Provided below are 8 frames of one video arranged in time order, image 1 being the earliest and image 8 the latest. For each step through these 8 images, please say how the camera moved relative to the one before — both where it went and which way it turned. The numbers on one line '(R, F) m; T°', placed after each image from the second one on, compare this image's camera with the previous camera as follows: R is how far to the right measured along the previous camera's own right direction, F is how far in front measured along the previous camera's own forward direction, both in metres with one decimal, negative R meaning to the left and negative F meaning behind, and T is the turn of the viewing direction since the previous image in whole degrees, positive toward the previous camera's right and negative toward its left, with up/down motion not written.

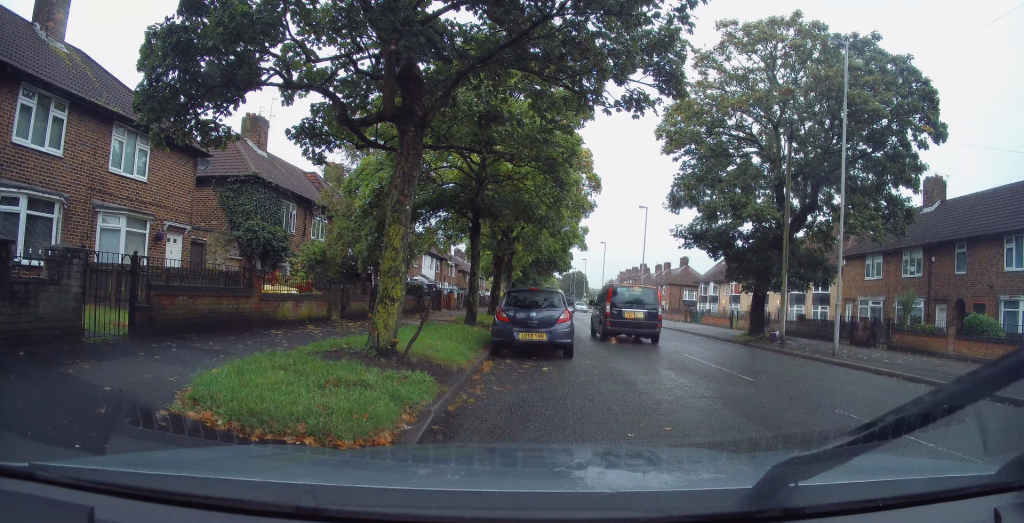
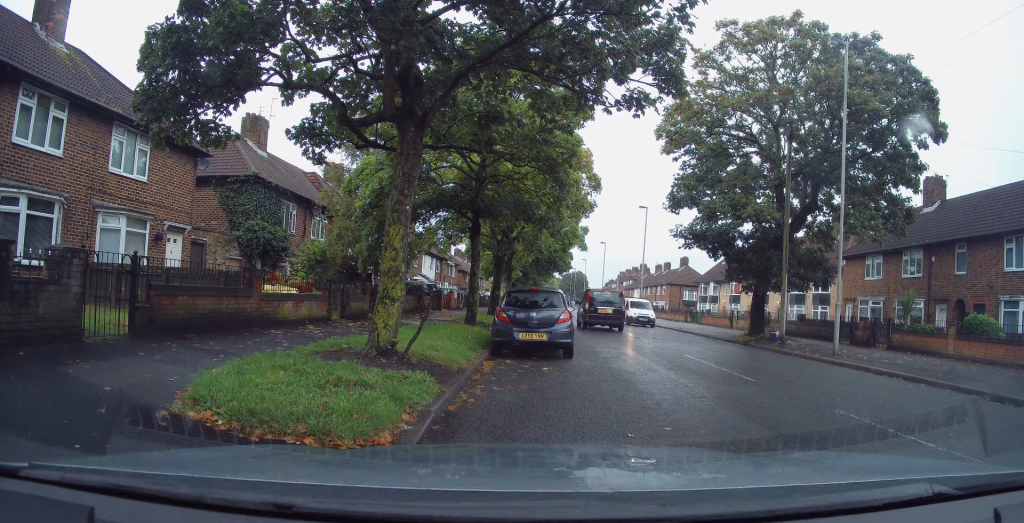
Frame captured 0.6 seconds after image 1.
(0.0, 0.0) m; 0°
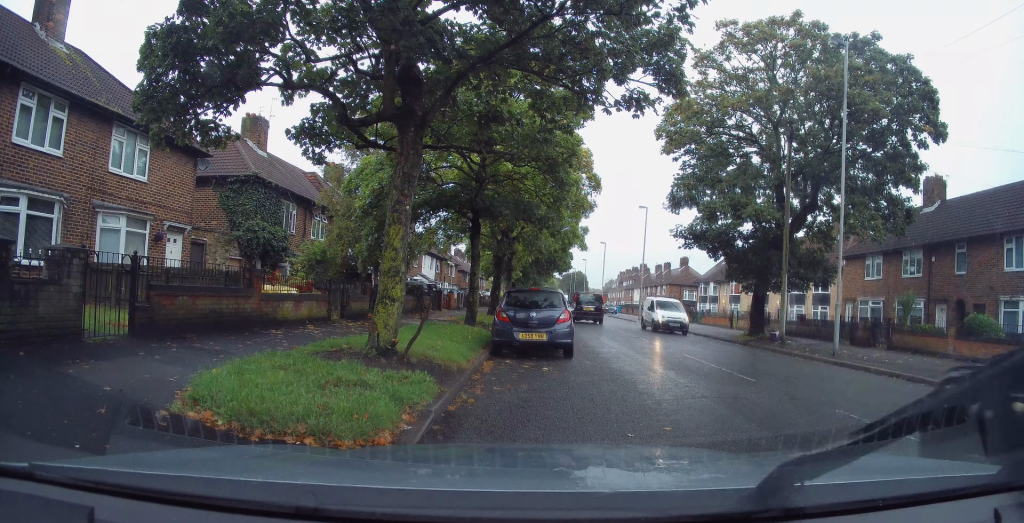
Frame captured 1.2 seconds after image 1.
(0.0, 0.0) m; 0°
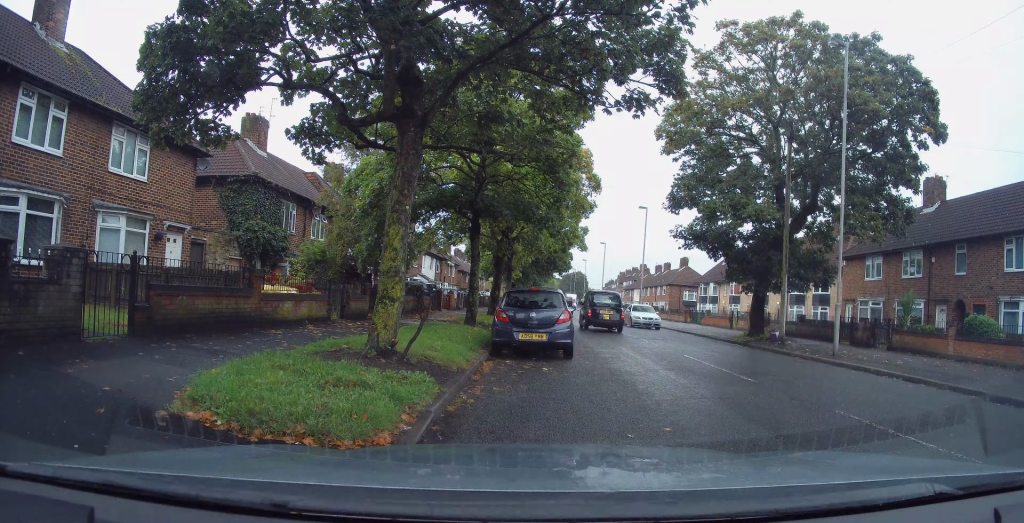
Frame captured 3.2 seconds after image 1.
(0.0, 0.0) m; 0°
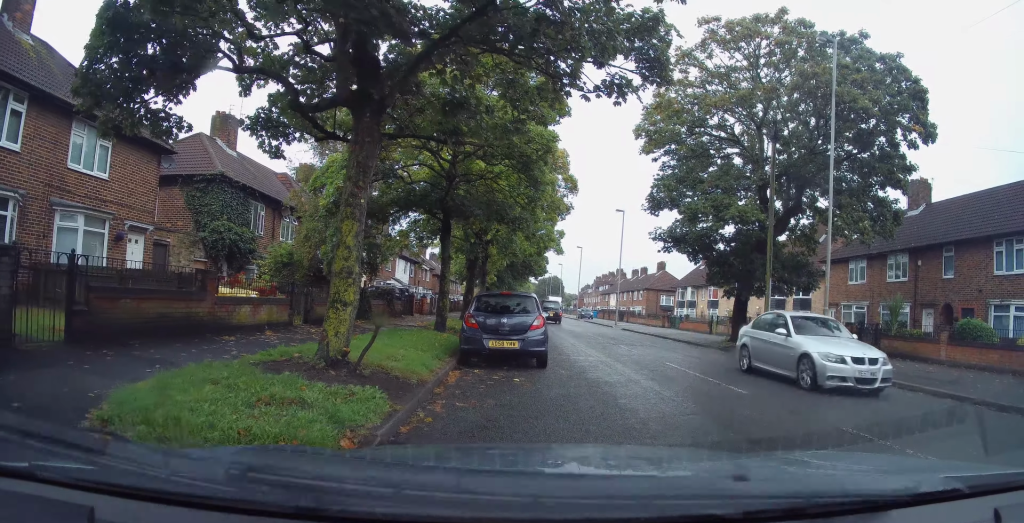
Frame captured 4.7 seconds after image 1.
(0.0, +0.4) m; 0°
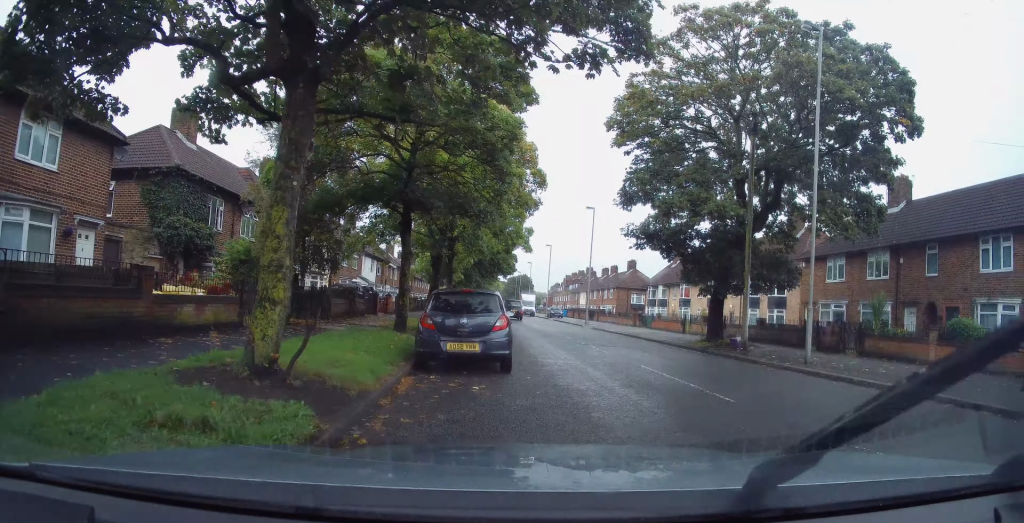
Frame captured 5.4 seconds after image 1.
(+0.1, +0.6) m; +2°
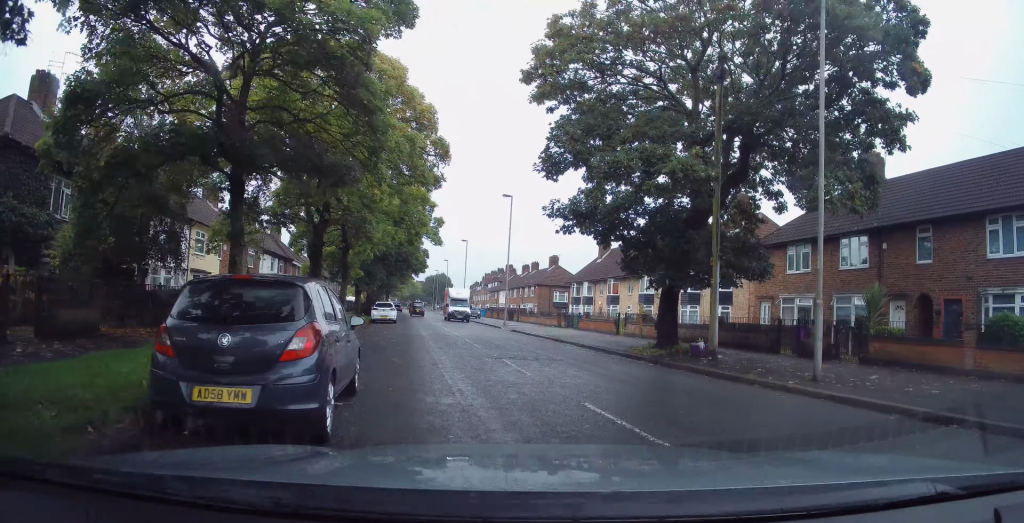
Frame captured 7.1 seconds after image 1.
(+0.2, +3.9) m; +4°
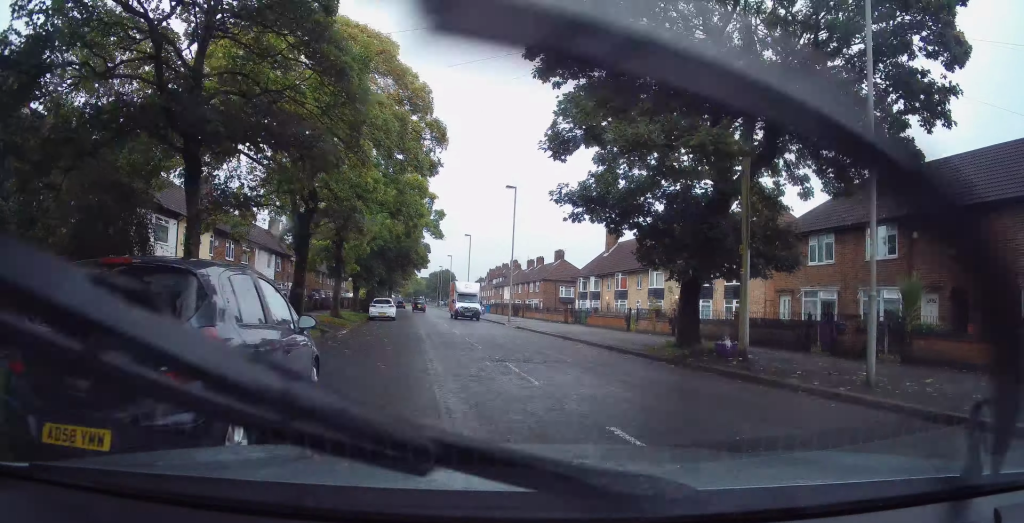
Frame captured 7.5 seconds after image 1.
(0.0, +1.6) m; 0°
